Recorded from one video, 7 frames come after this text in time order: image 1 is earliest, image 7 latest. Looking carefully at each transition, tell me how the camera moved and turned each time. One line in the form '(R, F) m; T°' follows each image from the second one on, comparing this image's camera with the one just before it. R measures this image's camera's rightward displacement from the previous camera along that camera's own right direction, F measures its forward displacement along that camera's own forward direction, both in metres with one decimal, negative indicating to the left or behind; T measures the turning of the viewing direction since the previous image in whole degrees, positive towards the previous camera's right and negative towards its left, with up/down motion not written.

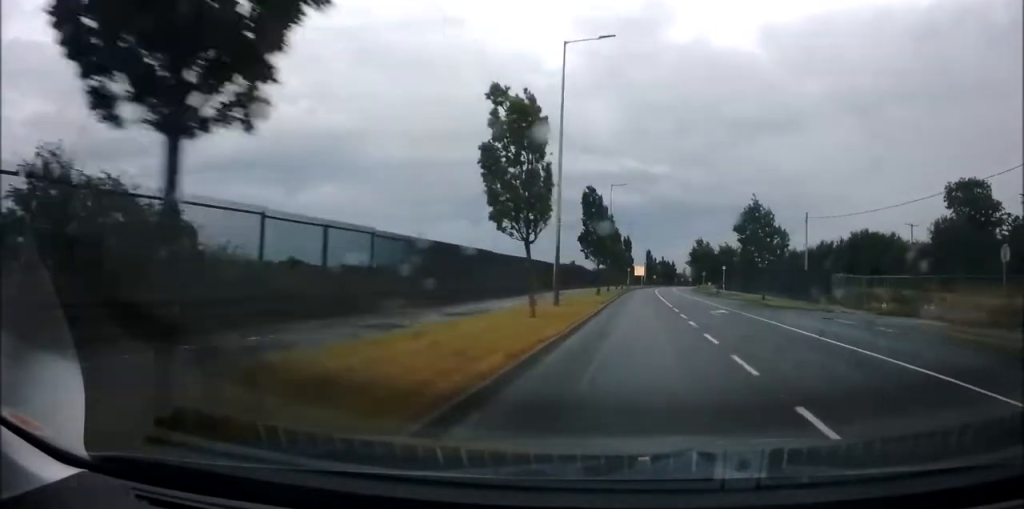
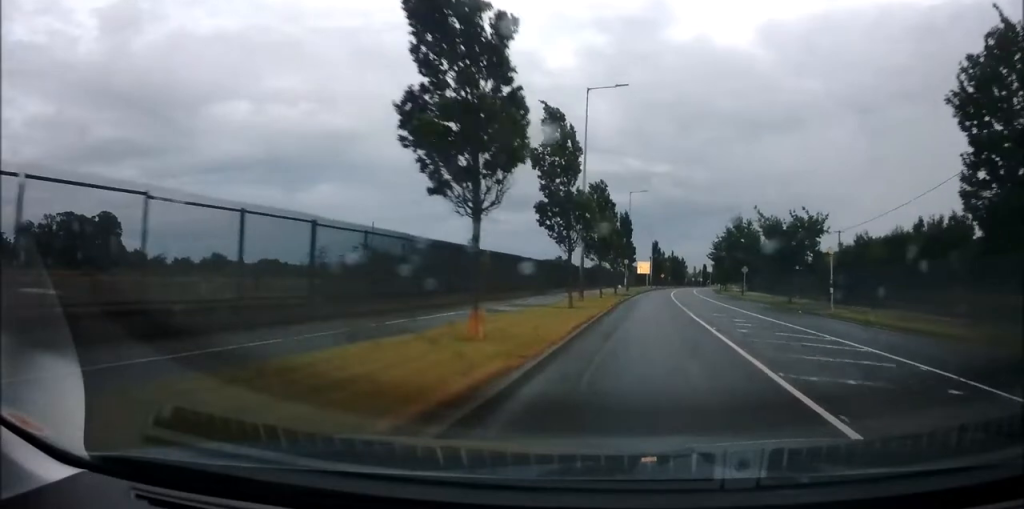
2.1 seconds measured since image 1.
(-0.2, +33.9) m; 0°
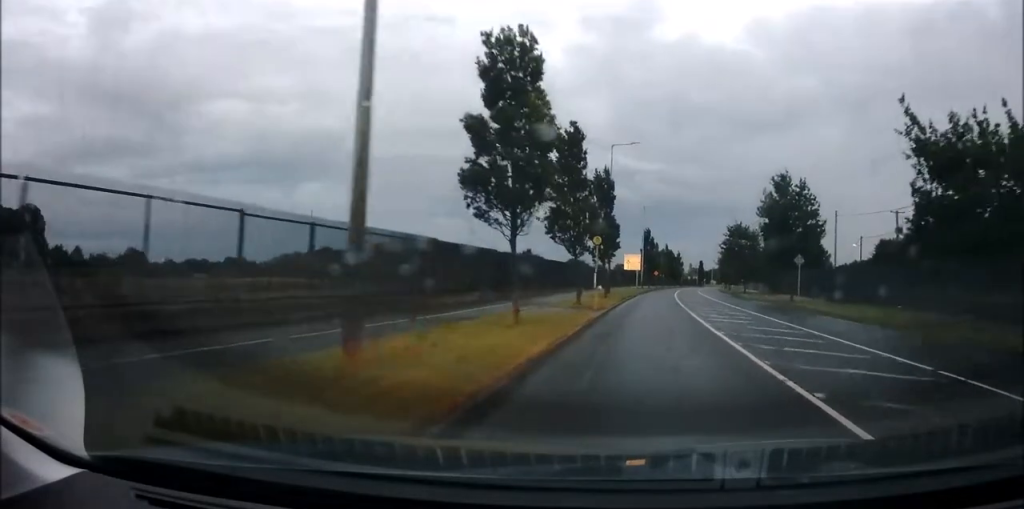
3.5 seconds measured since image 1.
(+0.2, +24.0) m; +1°
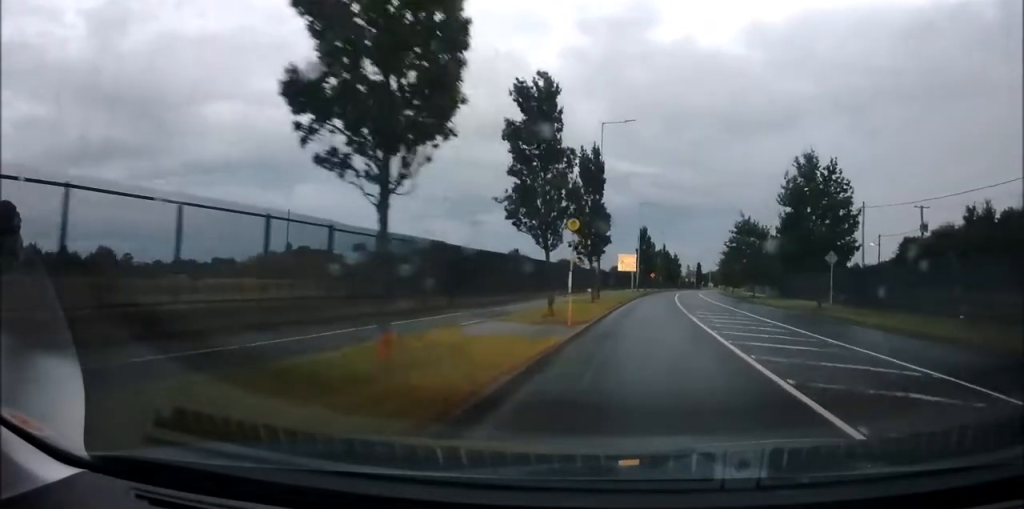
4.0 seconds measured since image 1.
(+0.1, +7.1) m; 0°
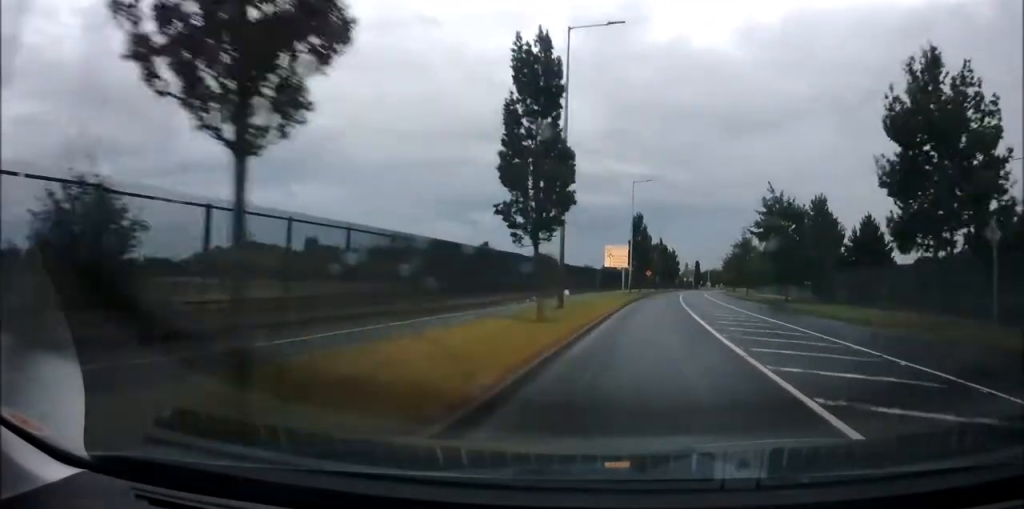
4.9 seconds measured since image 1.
(-0.2, +15.3) m; 0°
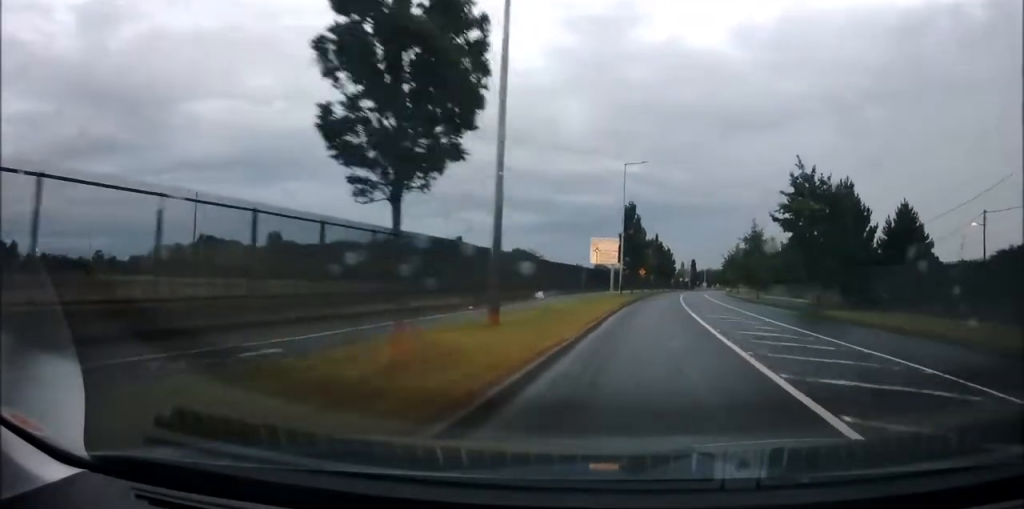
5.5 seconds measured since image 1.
(0.0, +9.2) m; +1°
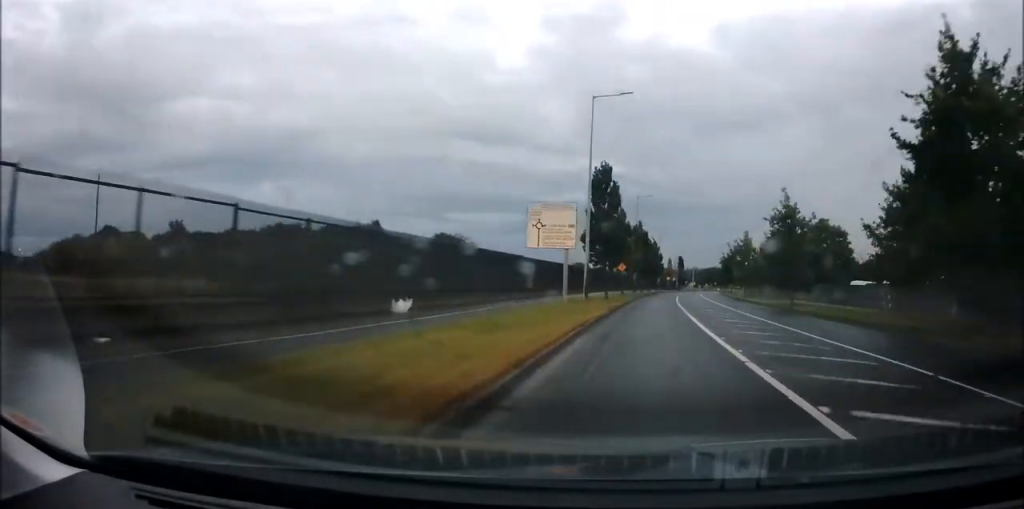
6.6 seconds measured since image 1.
(+0.6, +19.0) m; +3°
